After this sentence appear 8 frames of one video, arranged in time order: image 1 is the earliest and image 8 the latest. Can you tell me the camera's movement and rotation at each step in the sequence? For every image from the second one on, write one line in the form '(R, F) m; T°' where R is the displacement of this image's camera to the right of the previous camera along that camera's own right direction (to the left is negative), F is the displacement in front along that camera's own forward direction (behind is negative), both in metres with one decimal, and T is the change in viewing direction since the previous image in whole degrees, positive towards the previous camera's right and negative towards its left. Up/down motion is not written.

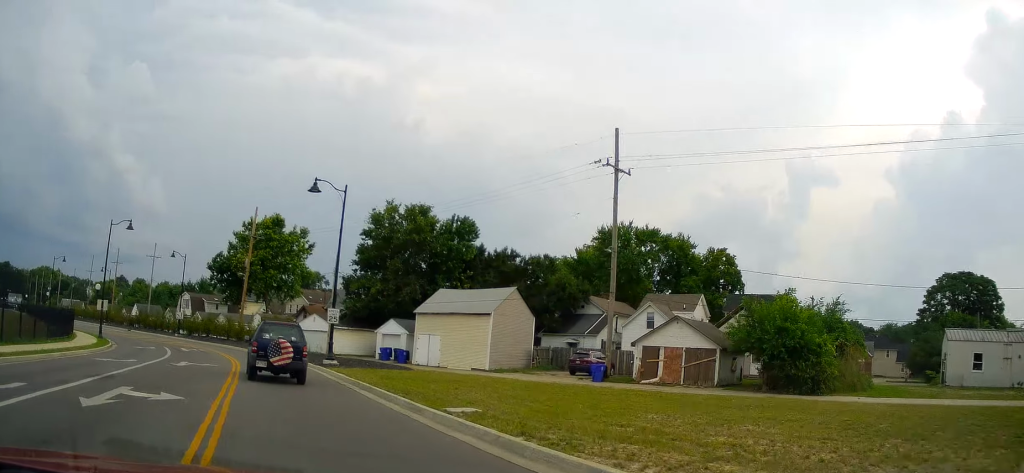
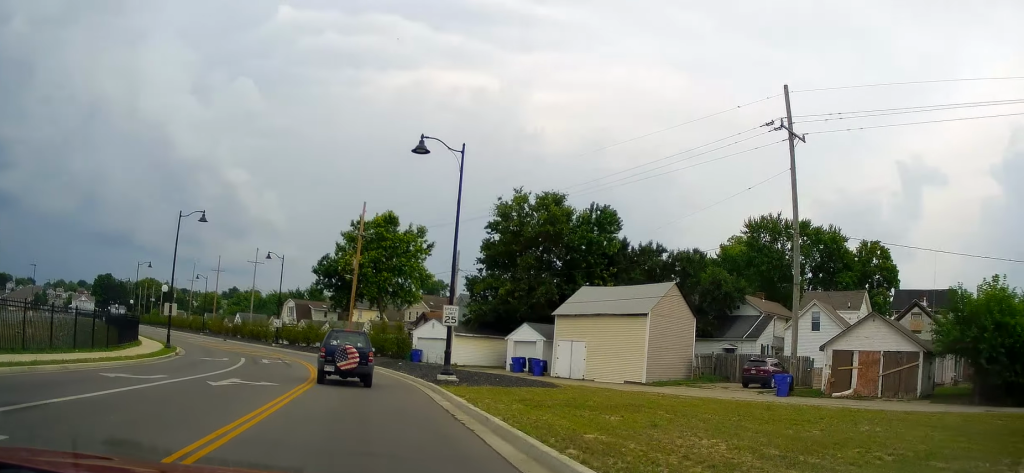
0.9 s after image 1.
(-1.4, +6.5) m; -11°
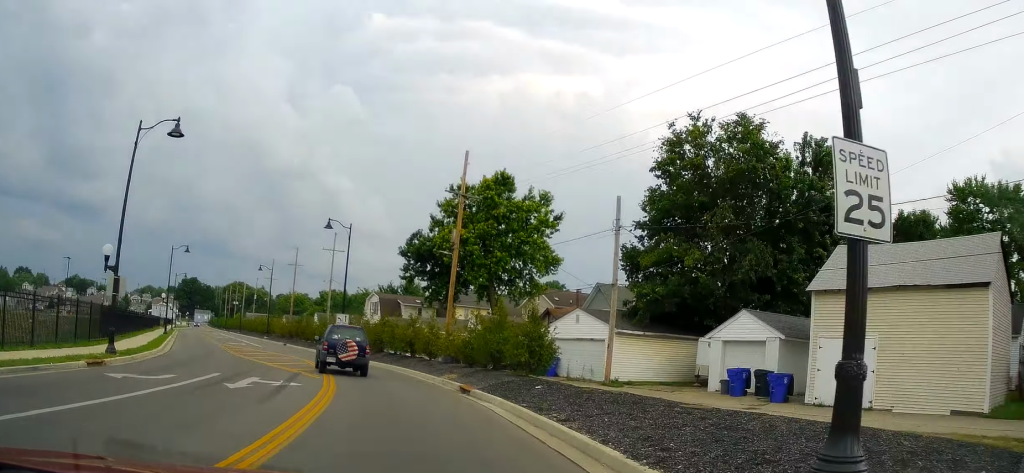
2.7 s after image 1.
(-2.3, +16.0) m; -21°
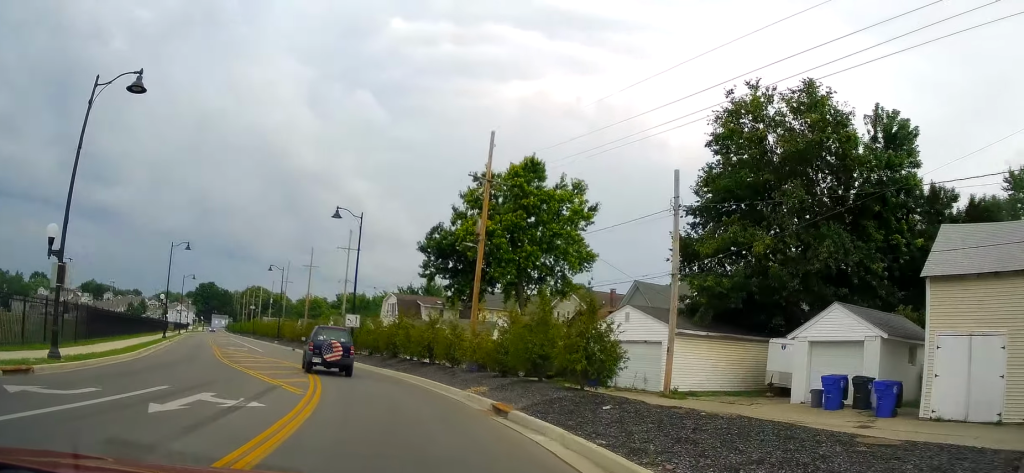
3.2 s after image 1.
(-0.5, +4.5) m; -7°
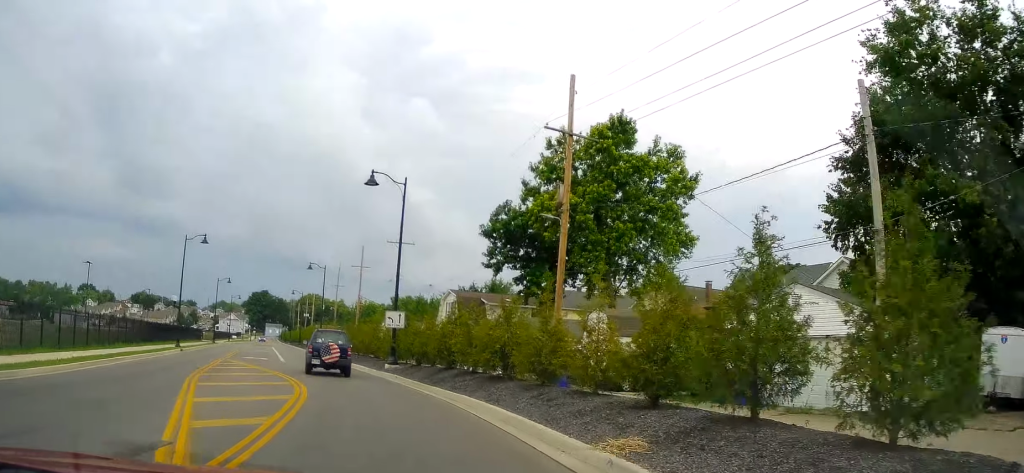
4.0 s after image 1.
(-0.5, +8.6) m; -6°
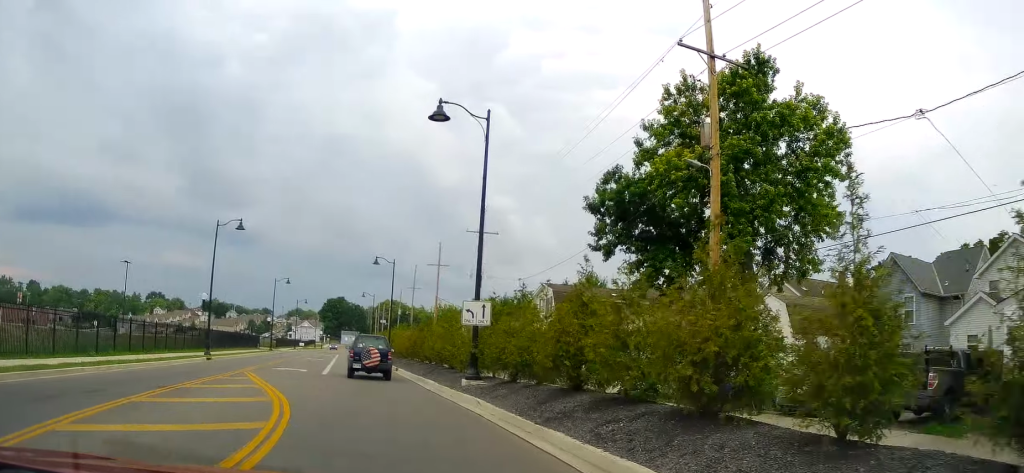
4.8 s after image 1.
(-0.4, +8.6) m; -7°
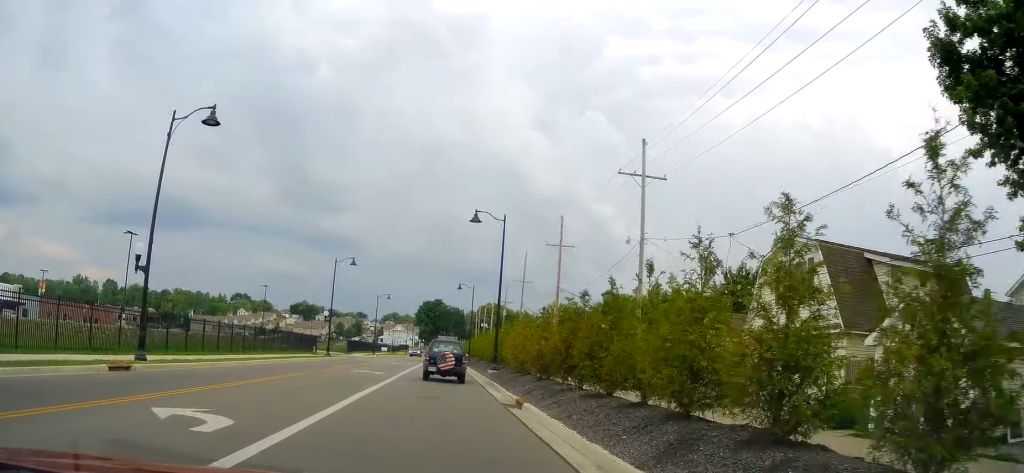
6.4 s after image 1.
(-3.0, +19.9) m; -14°
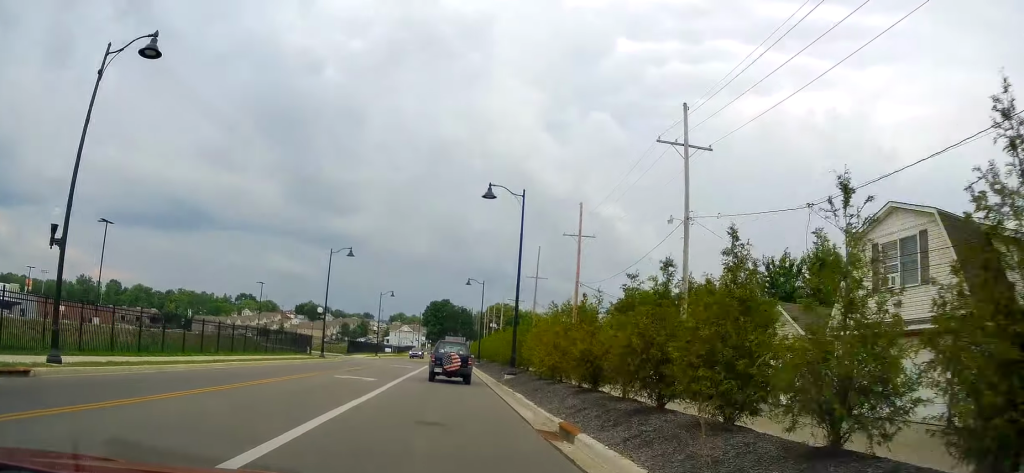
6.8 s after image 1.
(+0.1, +5.9) m; -2°
